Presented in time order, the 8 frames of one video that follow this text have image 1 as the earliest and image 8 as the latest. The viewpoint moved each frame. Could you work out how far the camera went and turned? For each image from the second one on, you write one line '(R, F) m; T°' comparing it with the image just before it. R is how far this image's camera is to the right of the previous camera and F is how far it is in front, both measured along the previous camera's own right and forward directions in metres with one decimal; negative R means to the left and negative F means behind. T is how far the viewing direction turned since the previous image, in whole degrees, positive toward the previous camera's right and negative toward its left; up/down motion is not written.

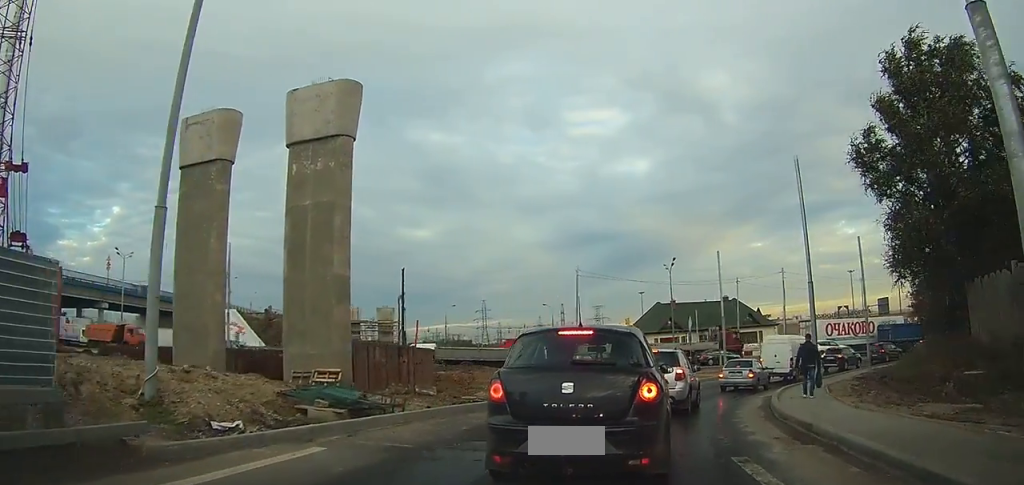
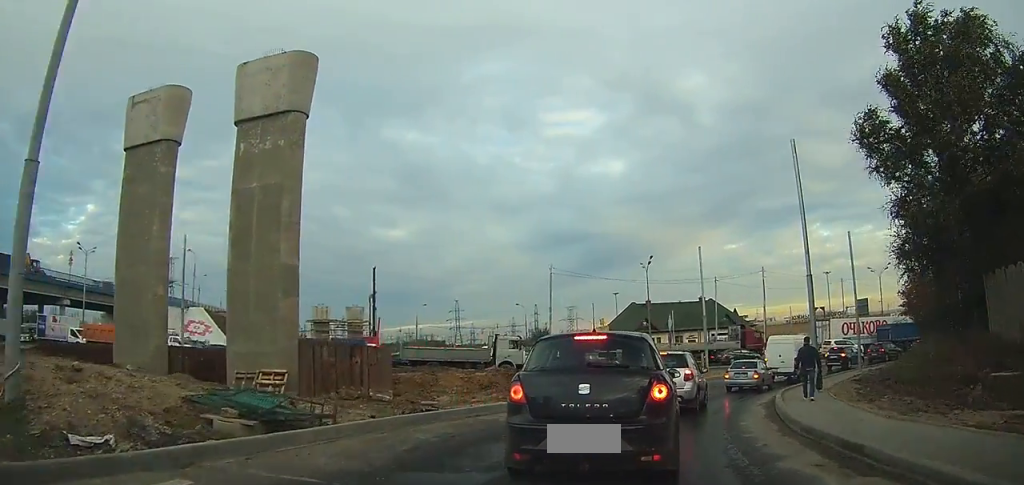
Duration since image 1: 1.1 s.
(0.0, +2.7) m; +3°
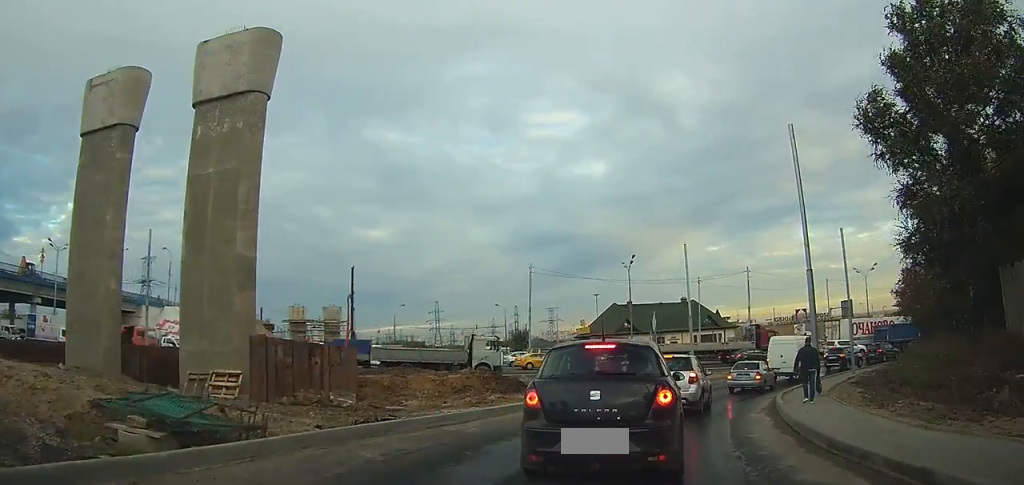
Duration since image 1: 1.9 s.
(0.0, +1.9) m; +3°
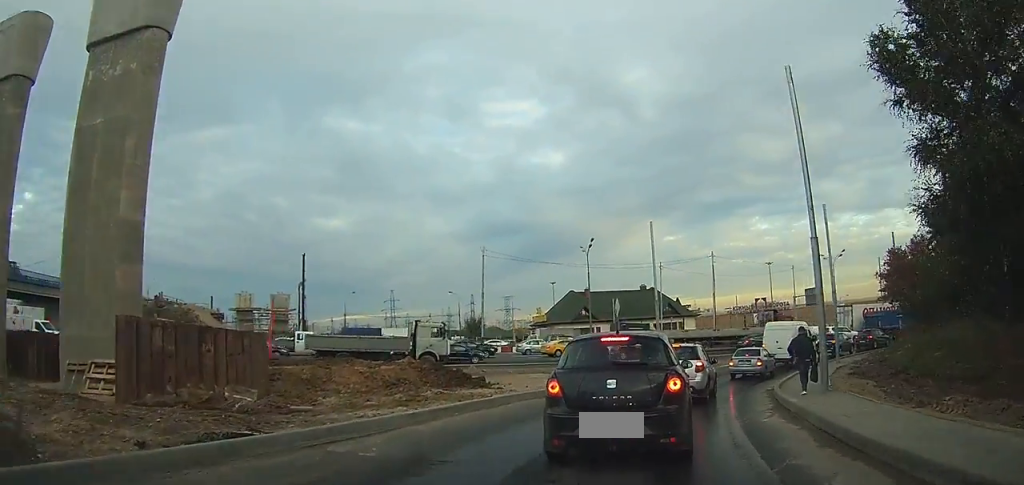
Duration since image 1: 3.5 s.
(+0.2, +3.7) m; +5°
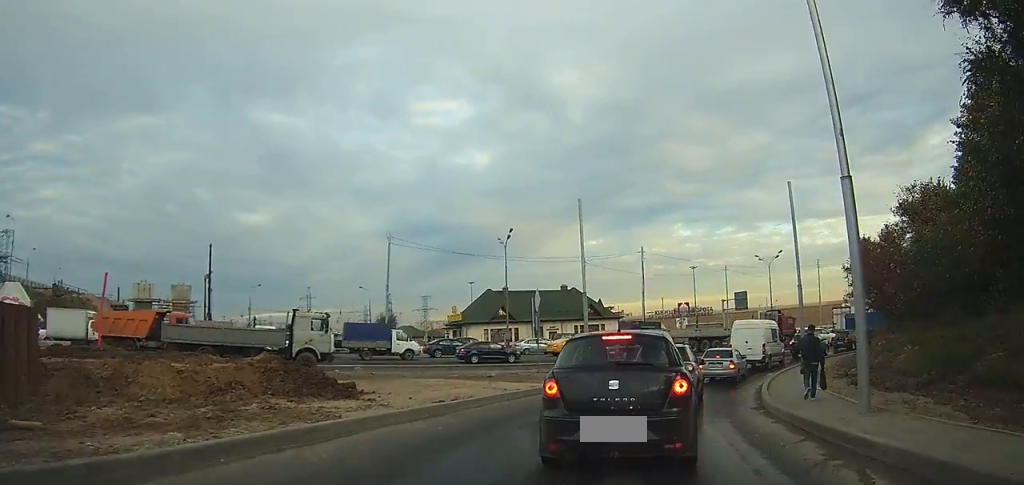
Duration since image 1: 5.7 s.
(+0.3, +5.1) m; +6°
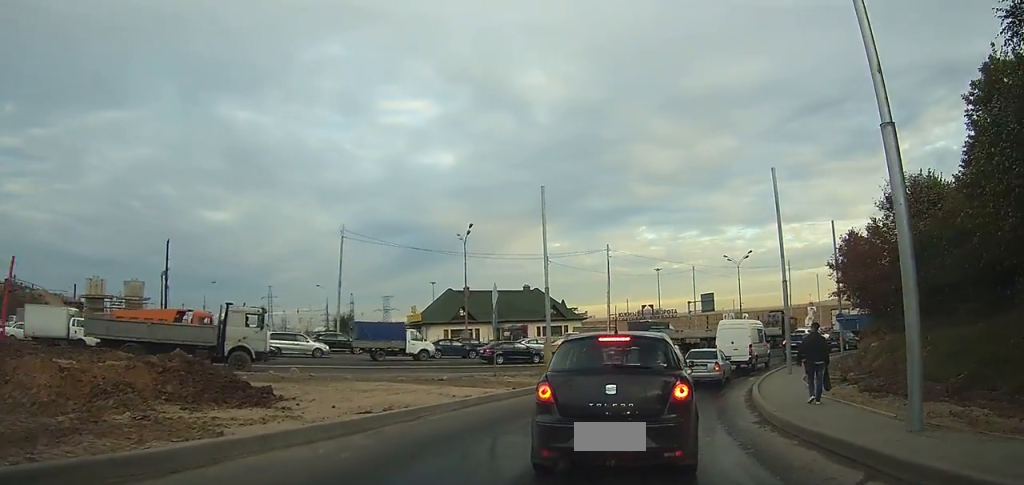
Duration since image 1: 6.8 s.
(0.0, +2.4) m; +3°
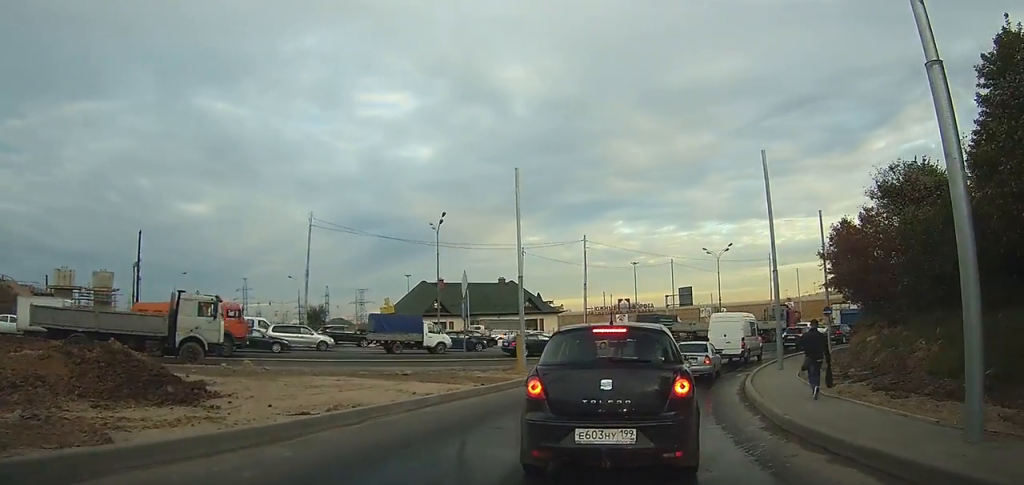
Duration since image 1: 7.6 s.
(+0.1, +1.6) m; +4°
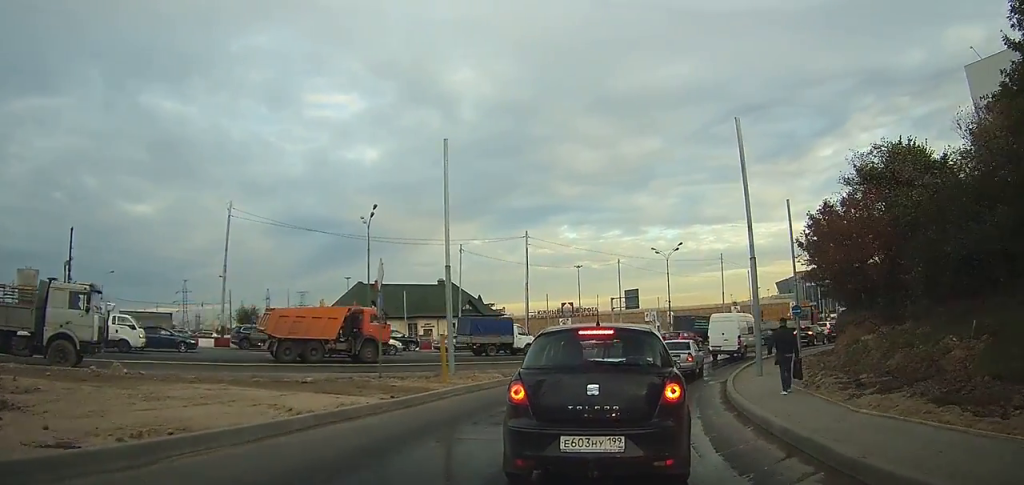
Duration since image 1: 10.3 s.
(+0.6, +5.1) m; +11°
